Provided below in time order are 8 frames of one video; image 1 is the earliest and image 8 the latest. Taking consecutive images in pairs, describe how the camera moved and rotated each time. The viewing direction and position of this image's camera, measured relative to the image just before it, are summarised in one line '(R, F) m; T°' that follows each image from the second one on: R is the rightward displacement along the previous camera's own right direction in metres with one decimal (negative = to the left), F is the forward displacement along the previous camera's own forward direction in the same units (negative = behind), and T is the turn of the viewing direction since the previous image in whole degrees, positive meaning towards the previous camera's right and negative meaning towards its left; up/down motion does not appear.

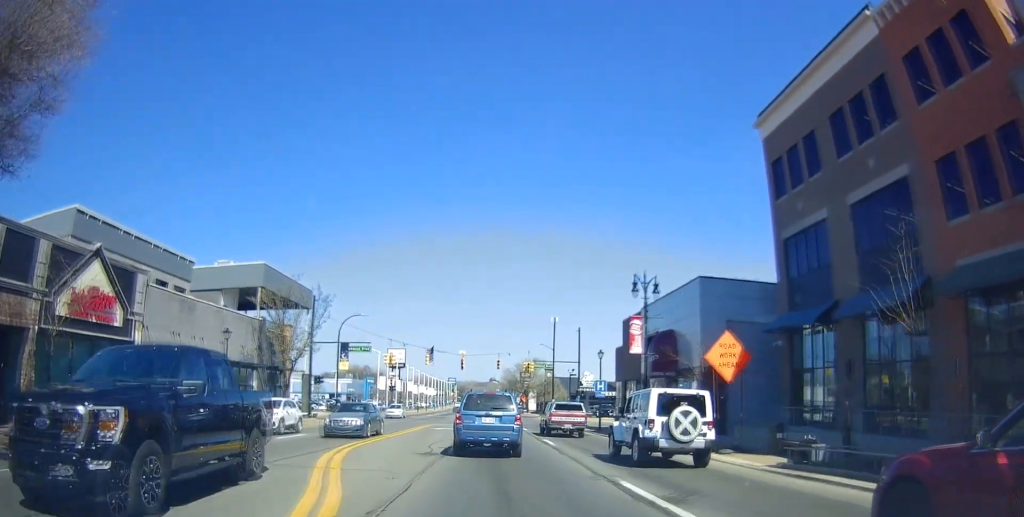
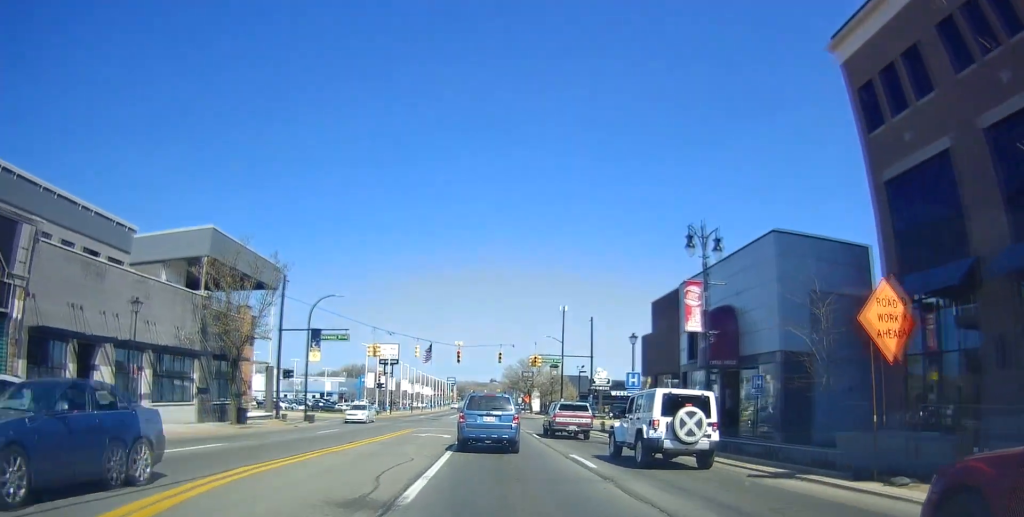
(+0.1, +9.3) m; +3°
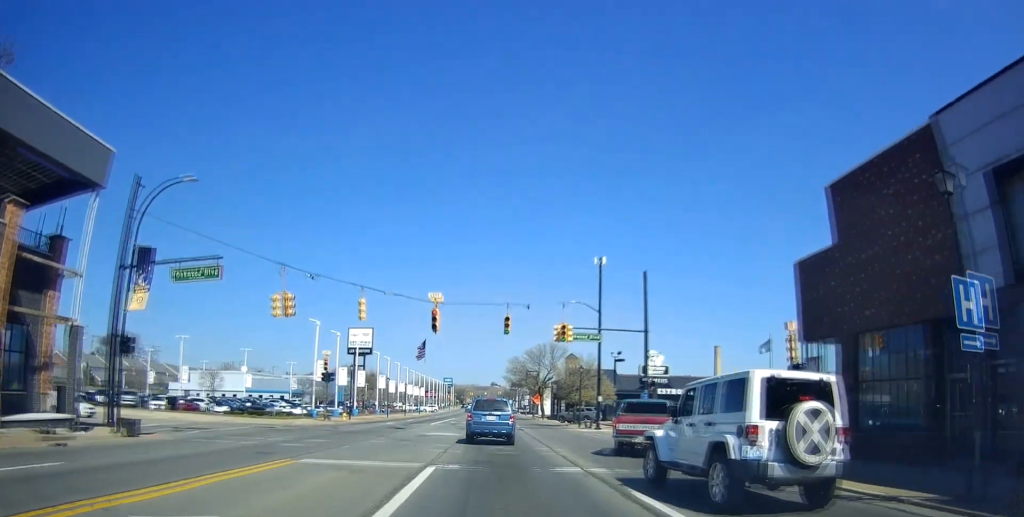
(+0.4, +22.5) m; +3°
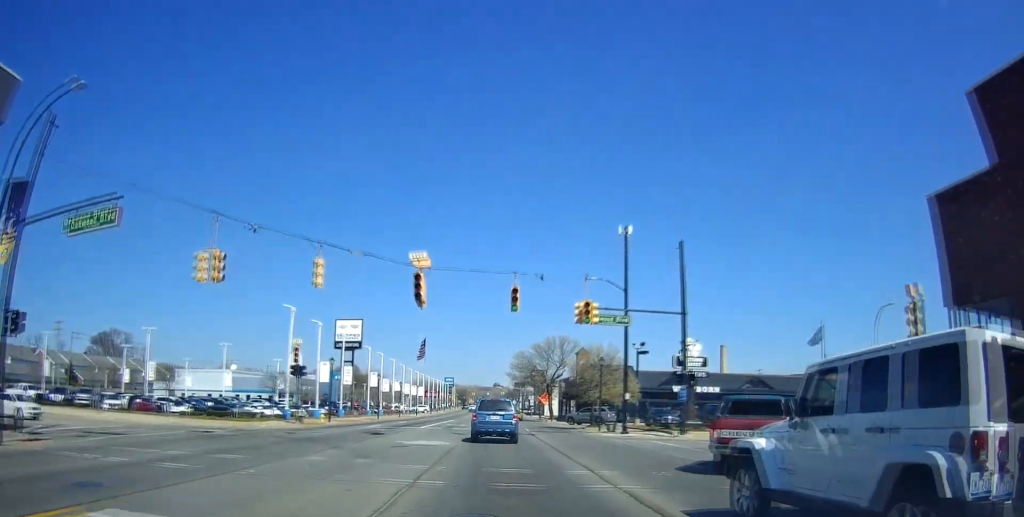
(+0.4, +7.8) m; -1°
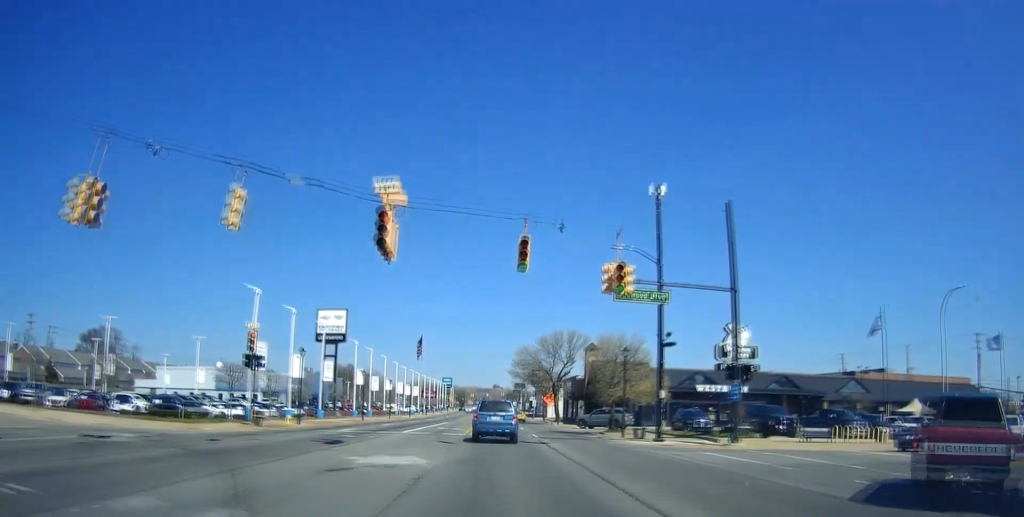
(+0.1, +7.2) m; -2°
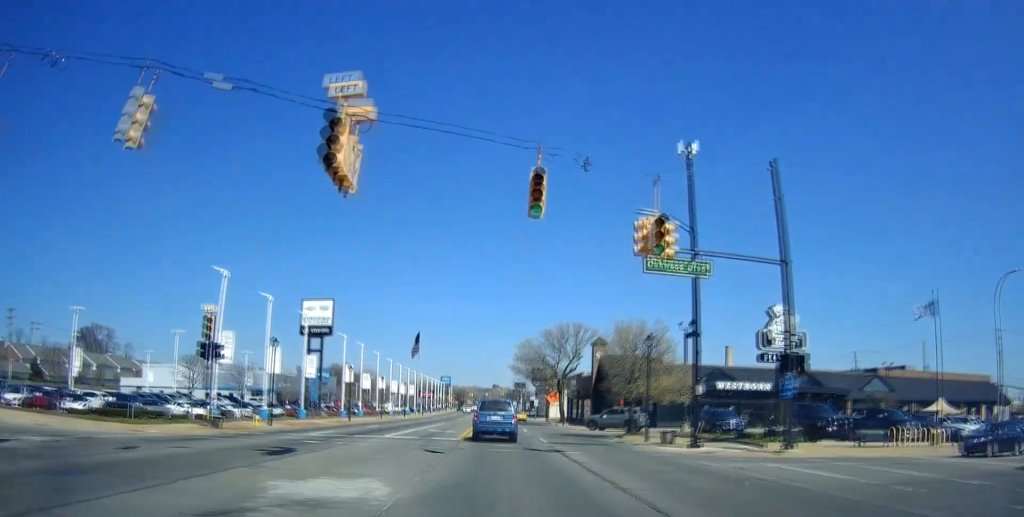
(-0.4, +5.1) m; -2°
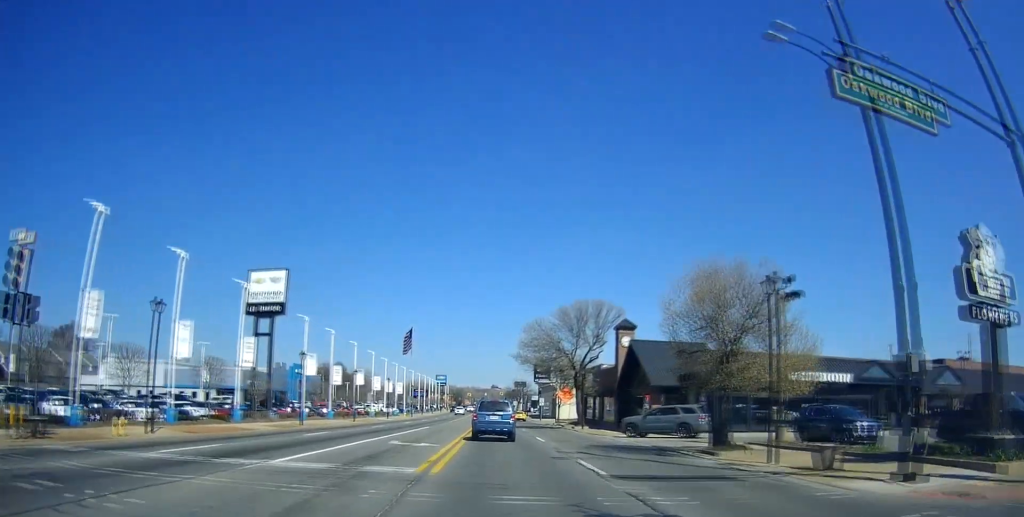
(-0.4, +12.9) m; -1°
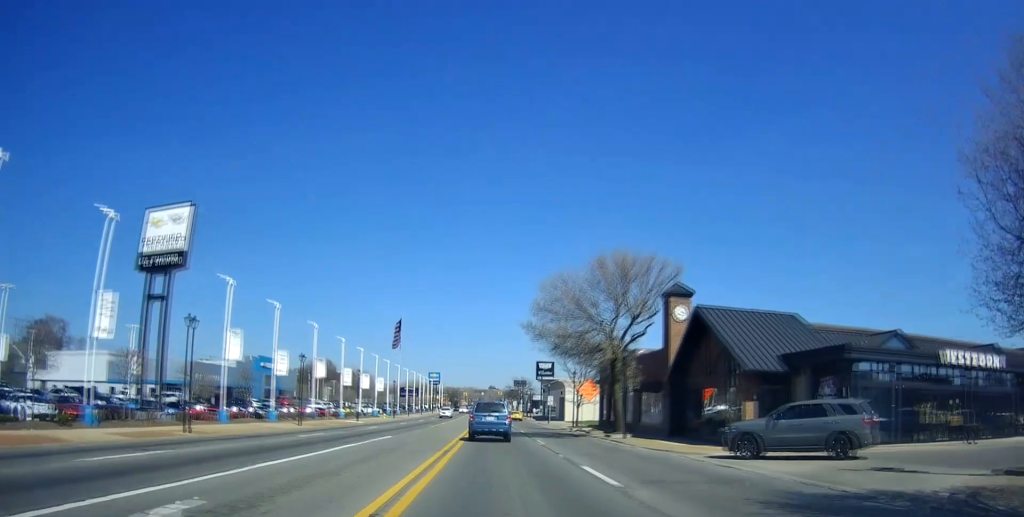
(+0.3, +15.3) m; +2°
